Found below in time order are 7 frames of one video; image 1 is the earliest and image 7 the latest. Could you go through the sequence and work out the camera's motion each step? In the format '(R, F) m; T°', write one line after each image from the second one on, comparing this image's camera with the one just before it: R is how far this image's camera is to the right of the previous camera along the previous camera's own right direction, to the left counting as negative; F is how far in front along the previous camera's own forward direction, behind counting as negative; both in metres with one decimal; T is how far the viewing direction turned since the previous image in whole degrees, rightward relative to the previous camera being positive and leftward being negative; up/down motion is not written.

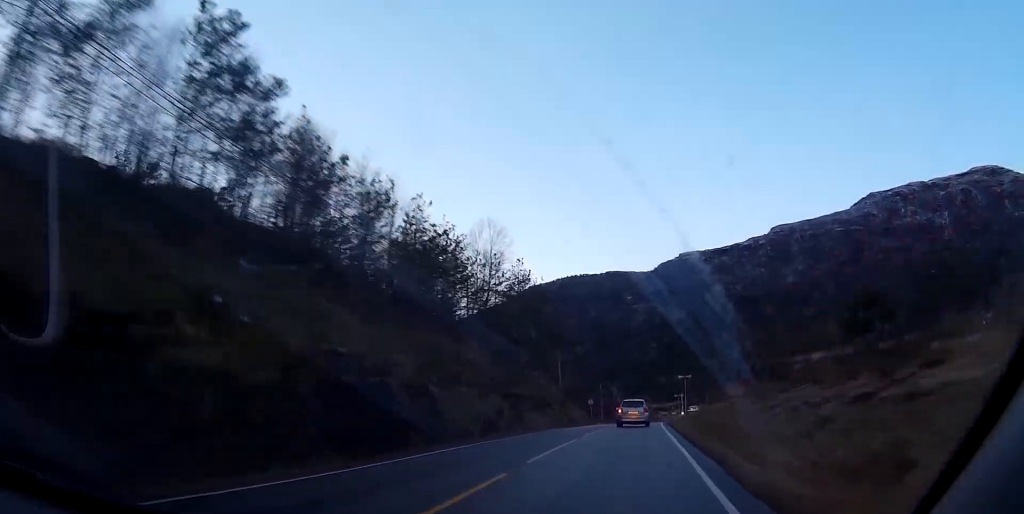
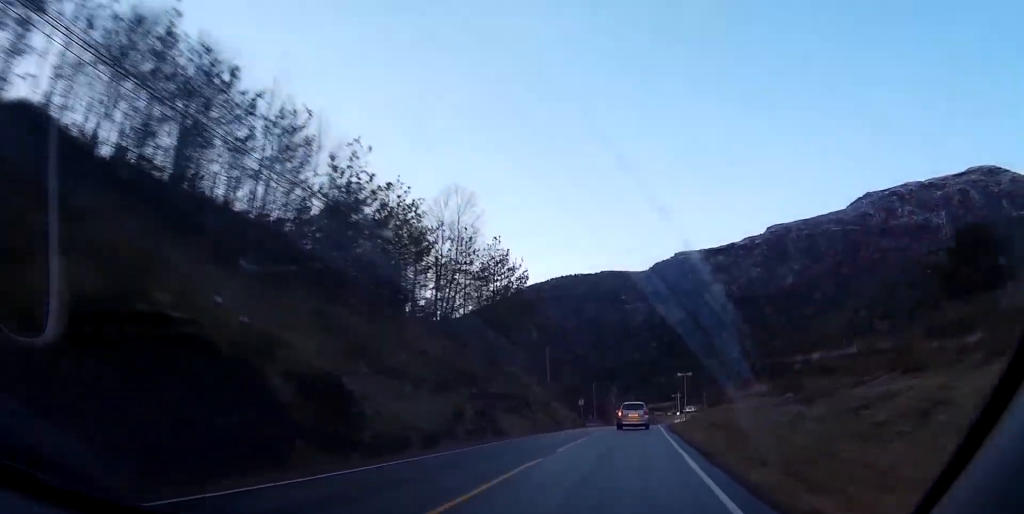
(0.0, +7.6) m; 0°
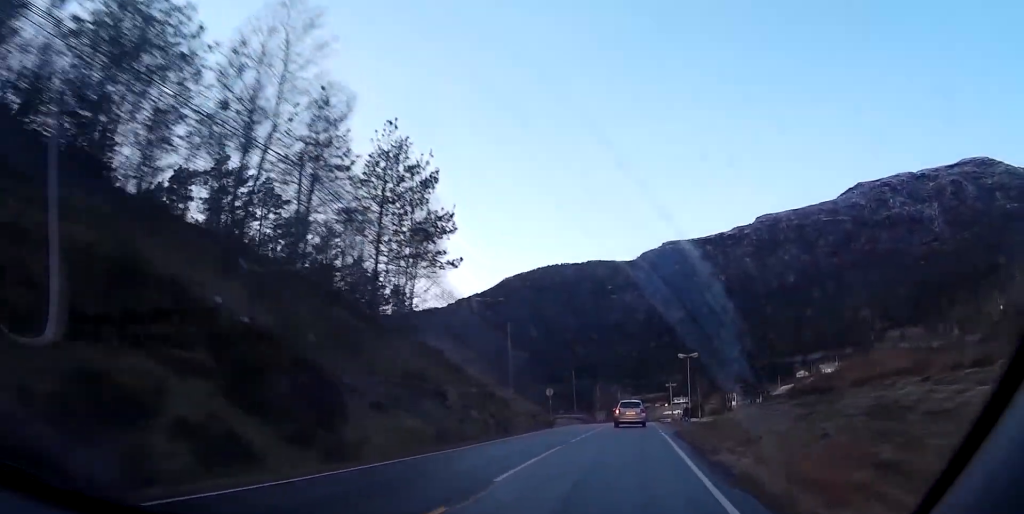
(+0.1, +19.8) m; +1°
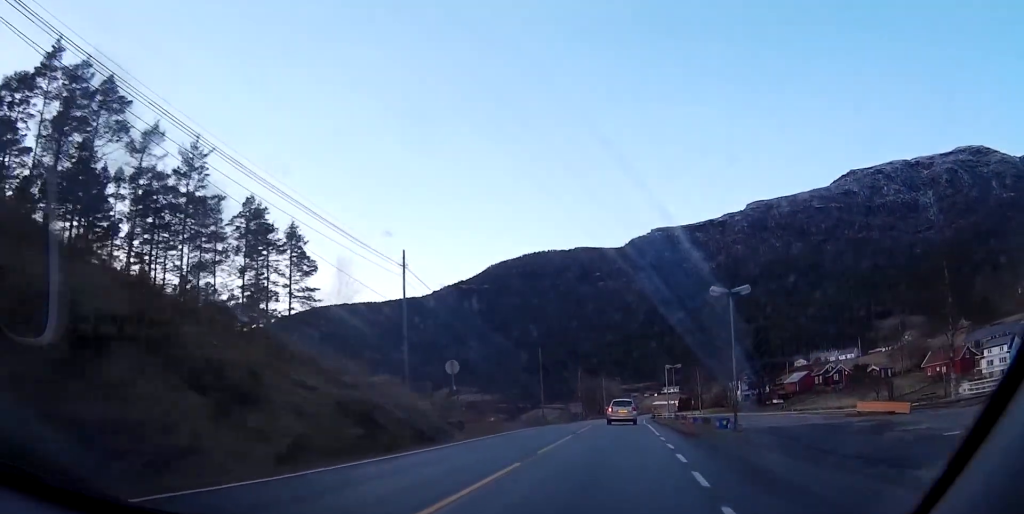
(+0.4, +30.9) m; +1°
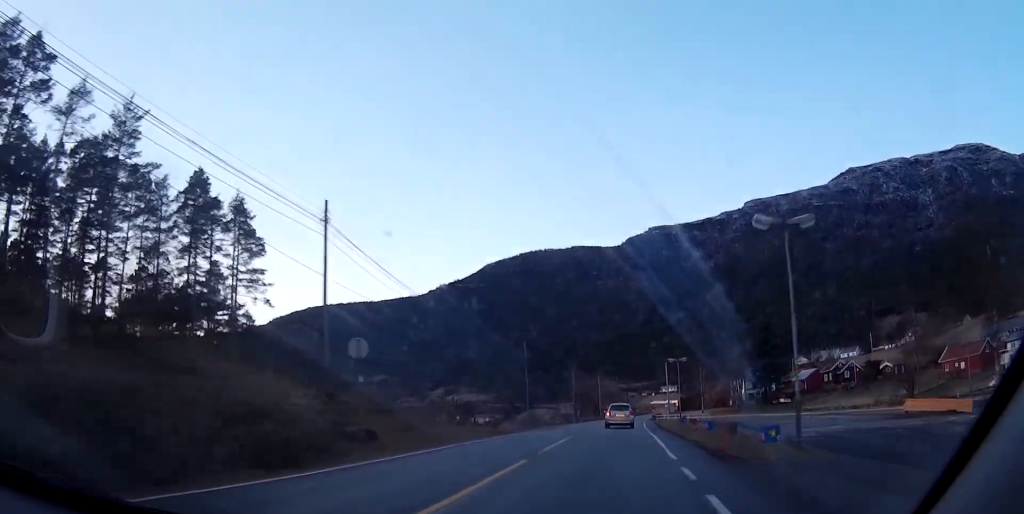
(+0.1, +11.1) m; 0°
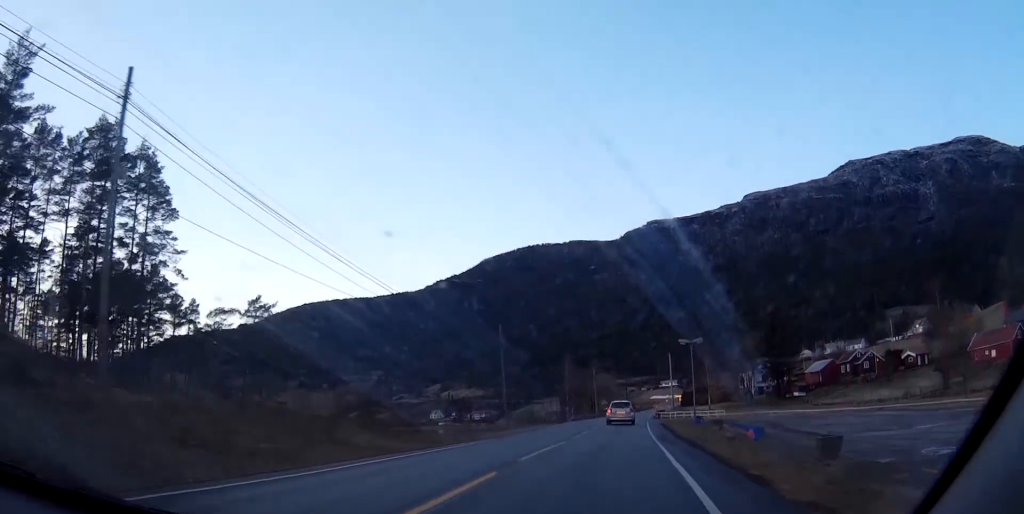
(0.0, +14.8) m; 0°
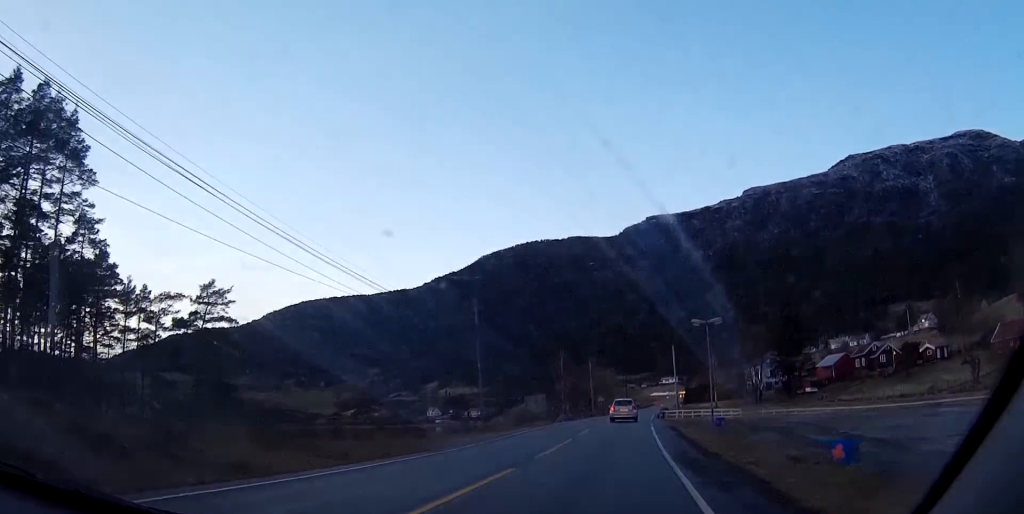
(0.0, +10.5) m; 0°
